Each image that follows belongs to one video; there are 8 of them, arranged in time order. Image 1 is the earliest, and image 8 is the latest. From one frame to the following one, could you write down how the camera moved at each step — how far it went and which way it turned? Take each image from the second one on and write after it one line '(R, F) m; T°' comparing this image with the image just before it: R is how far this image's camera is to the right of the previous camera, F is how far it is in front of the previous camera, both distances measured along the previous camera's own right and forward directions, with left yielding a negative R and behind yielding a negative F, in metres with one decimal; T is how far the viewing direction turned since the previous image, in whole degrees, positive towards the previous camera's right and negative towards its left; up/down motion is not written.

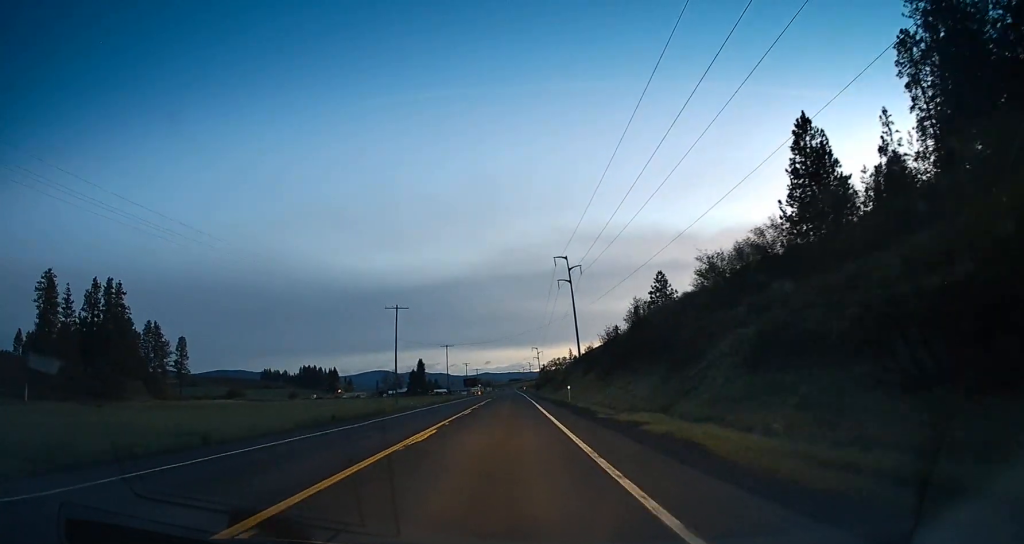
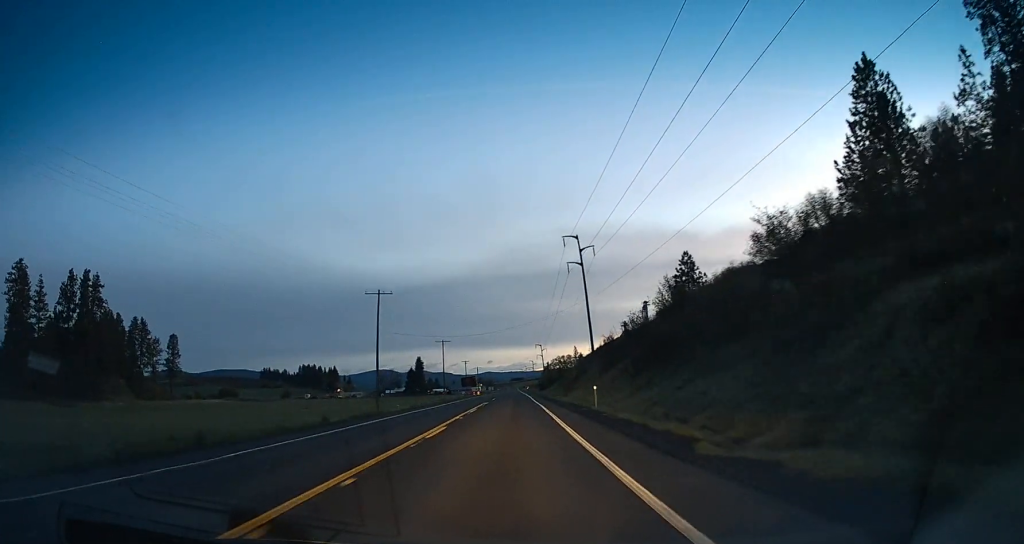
(0.0, +13.3) m; -1°
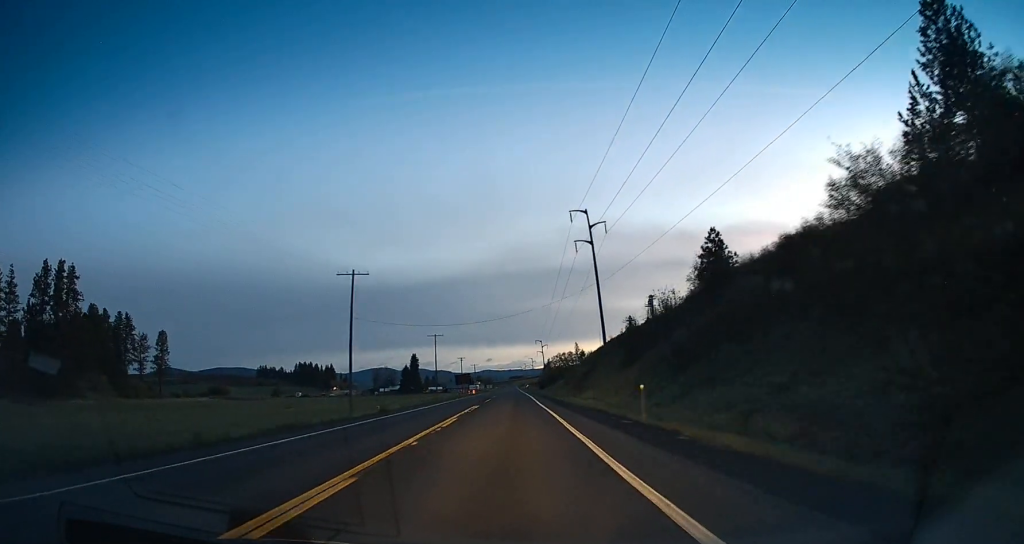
(-0.3, +11.8) m; 0°
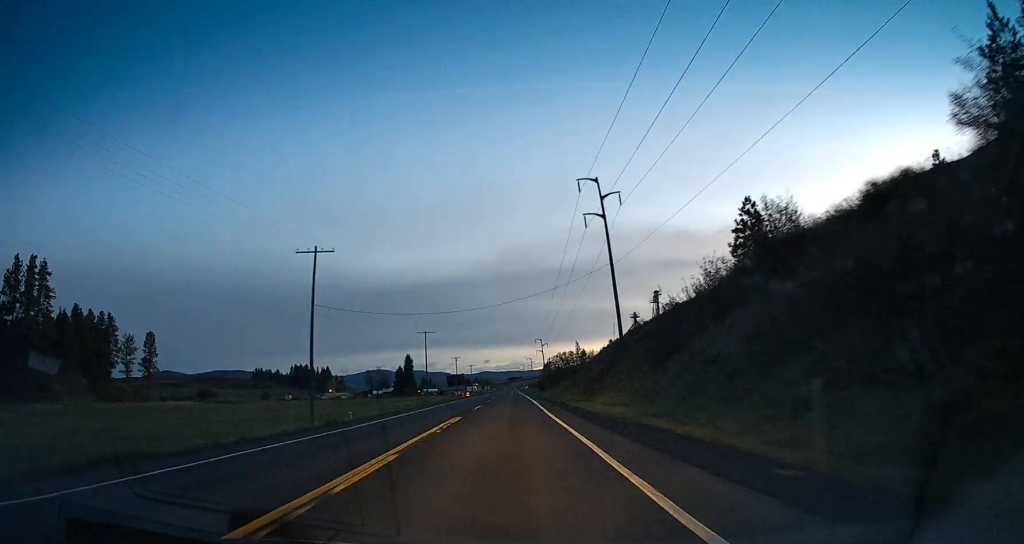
(-0.2, +11.8) m; 0°
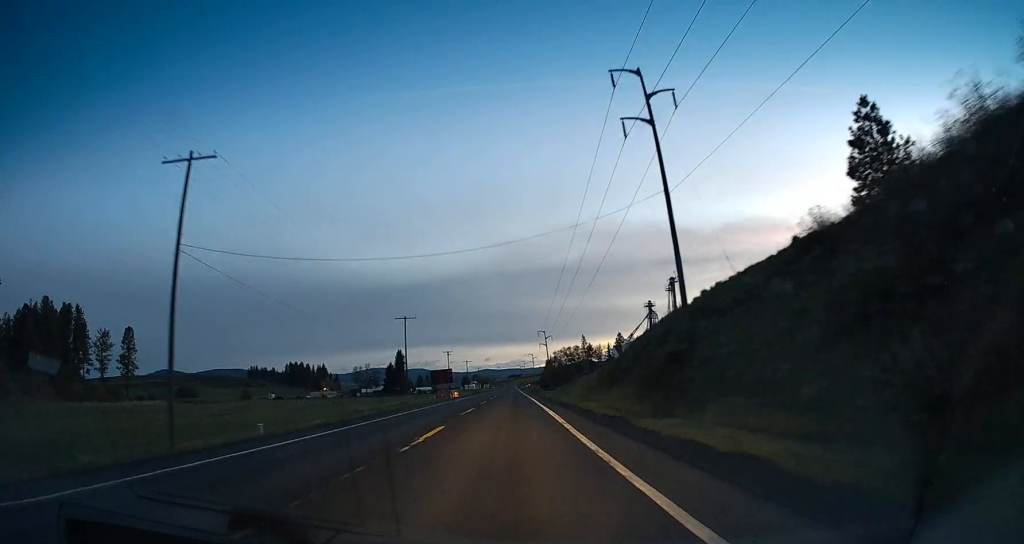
(+0.7, +22.1) m; 0°
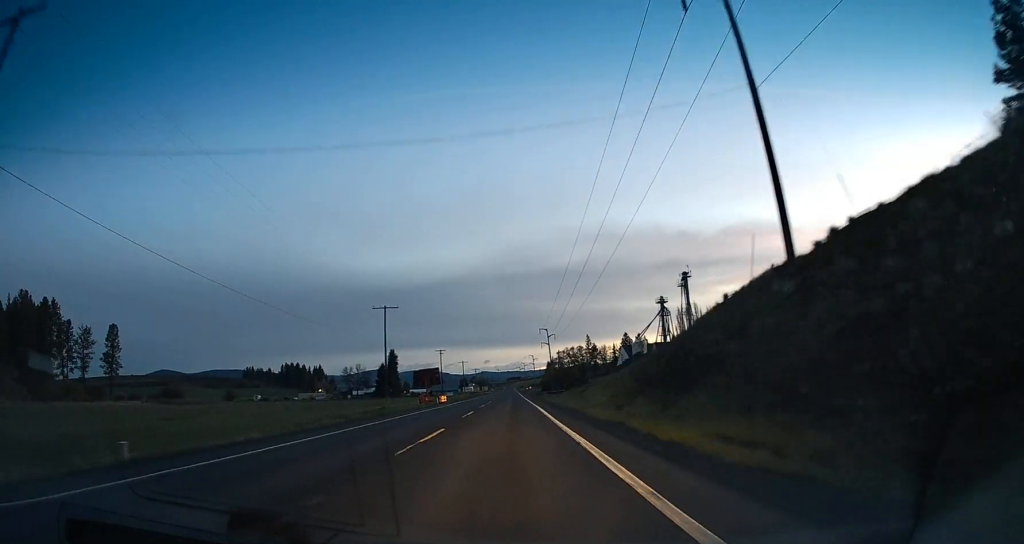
(-0.5, +14.8) m; -1°
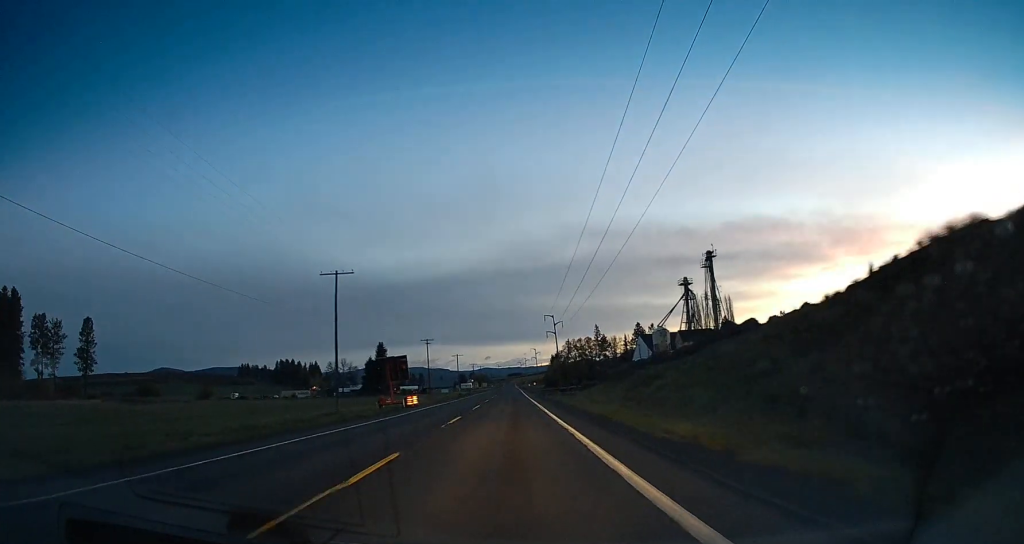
(+0.2, +22.2) m; +1°
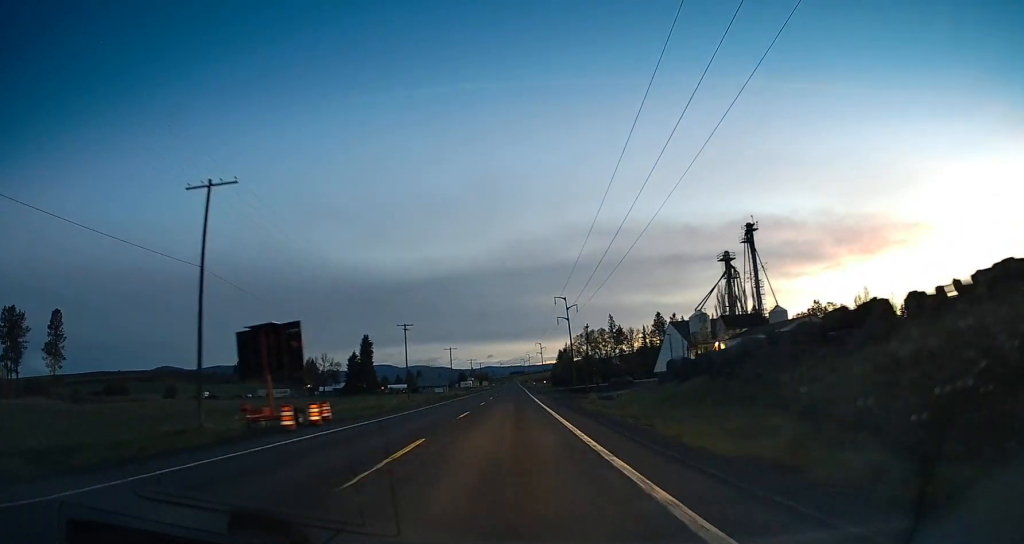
(+0.4, +25.5) m; -1°
